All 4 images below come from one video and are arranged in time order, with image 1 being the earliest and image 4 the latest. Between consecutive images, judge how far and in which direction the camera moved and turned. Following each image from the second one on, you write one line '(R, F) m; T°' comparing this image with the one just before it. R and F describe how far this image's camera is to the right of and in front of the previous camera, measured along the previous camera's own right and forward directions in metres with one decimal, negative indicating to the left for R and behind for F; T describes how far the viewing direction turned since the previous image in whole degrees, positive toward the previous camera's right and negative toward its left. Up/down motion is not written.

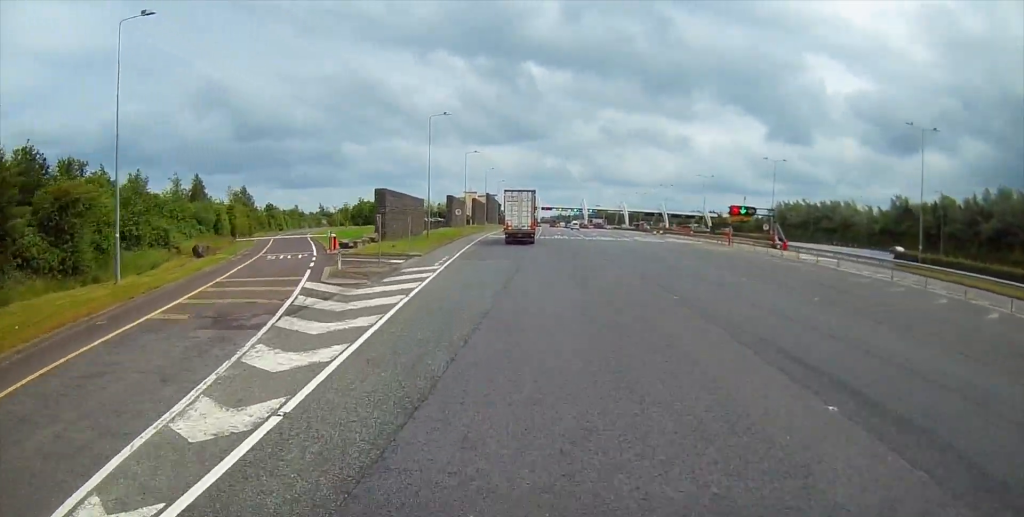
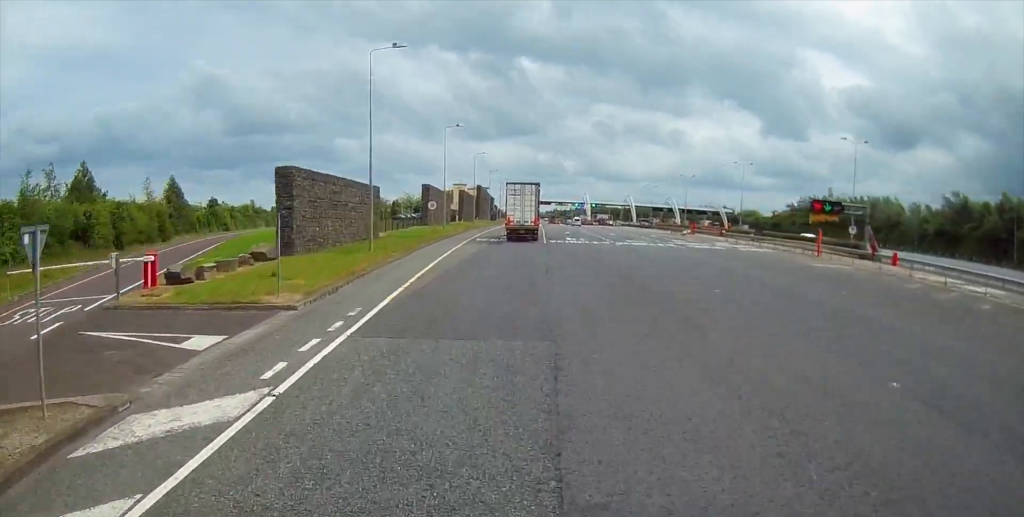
(+0.1, +25.0) m; 0°
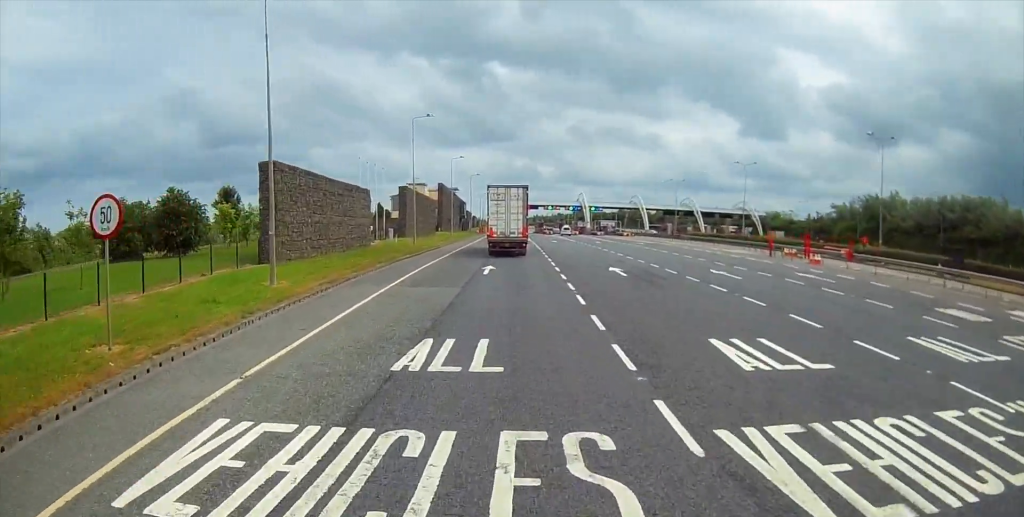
(+0.4, +50.6) m; +4°
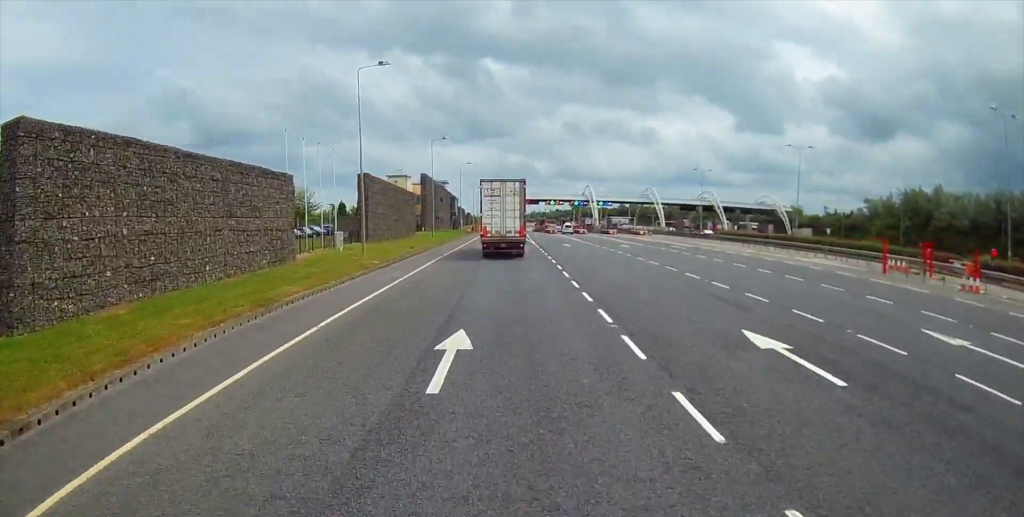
(+0.6, +20.3) m; 0°
